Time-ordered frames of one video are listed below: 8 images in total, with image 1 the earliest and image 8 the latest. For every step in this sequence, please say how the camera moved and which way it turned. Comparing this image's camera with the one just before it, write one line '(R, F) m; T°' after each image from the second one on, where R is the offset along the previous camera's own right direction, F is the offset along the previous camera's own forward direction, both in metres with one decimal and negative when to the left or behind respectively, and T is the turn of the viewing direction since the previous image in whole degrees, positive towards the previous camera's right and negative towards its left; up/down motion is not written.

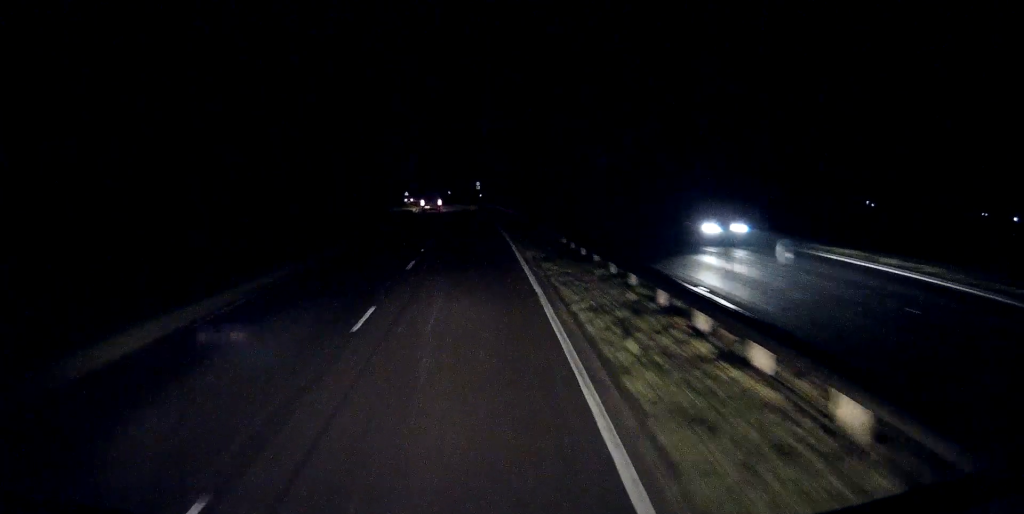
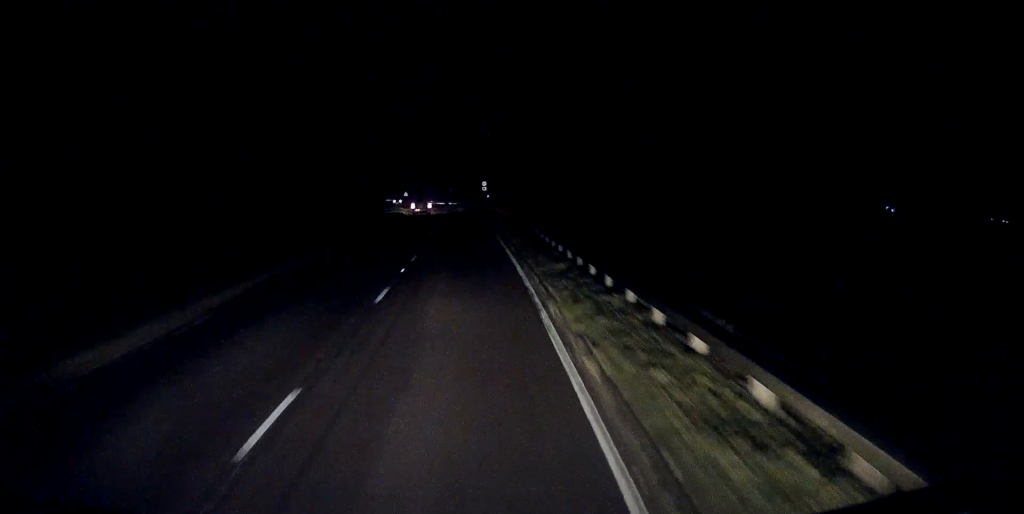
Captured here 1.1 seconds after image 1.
(-0.2, +24.9) m; -1°
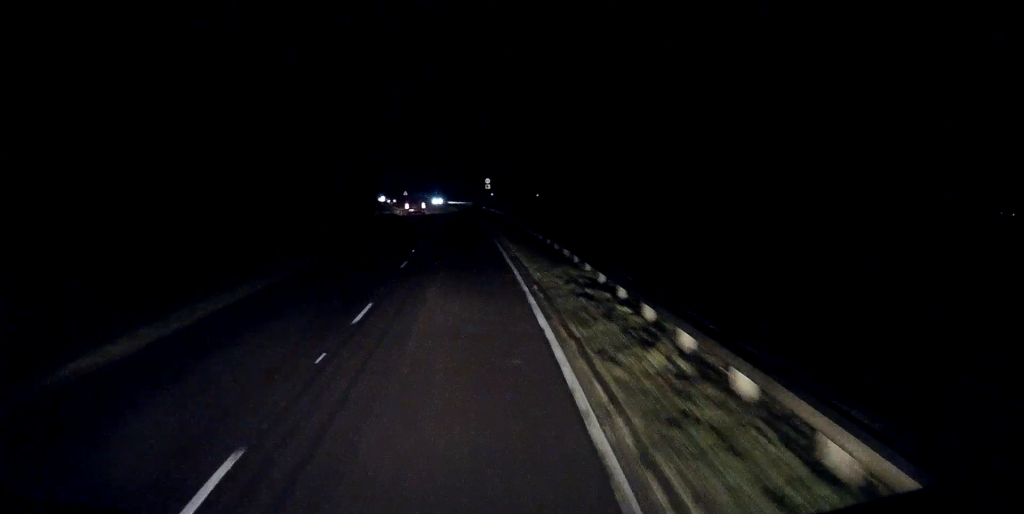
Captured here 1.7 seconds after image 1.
(0.0, +11.6) m; 0°
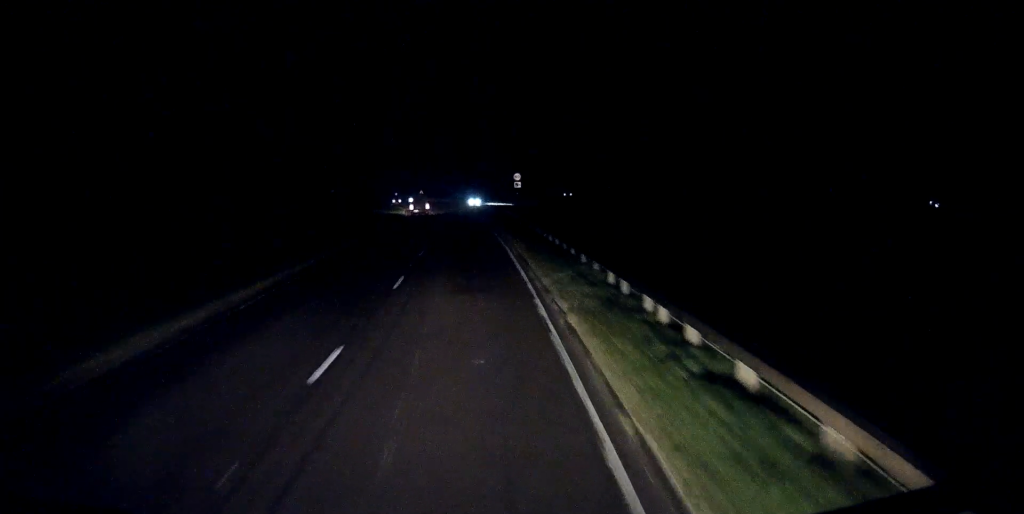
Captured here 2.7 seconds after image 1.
(-0.2, +23.3) m; -1°
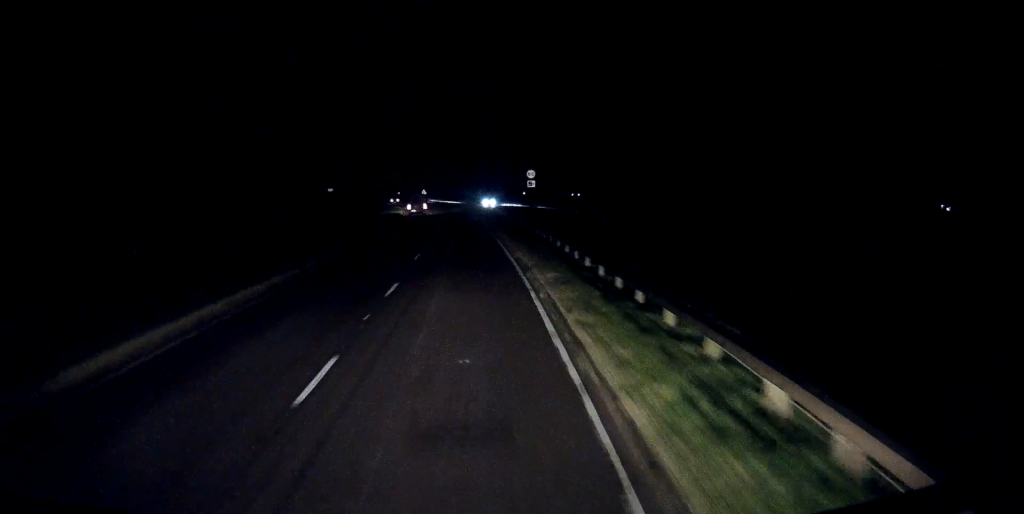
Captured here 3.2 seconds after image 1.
(-0.1, +10.3) m; -1°
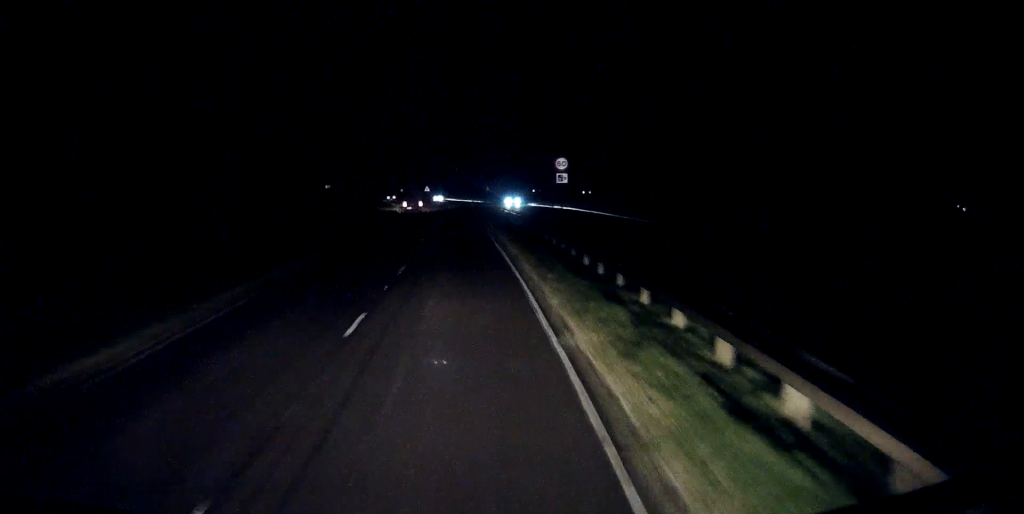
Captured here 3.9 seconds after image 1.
(-0.1, +14.8) m; -1°
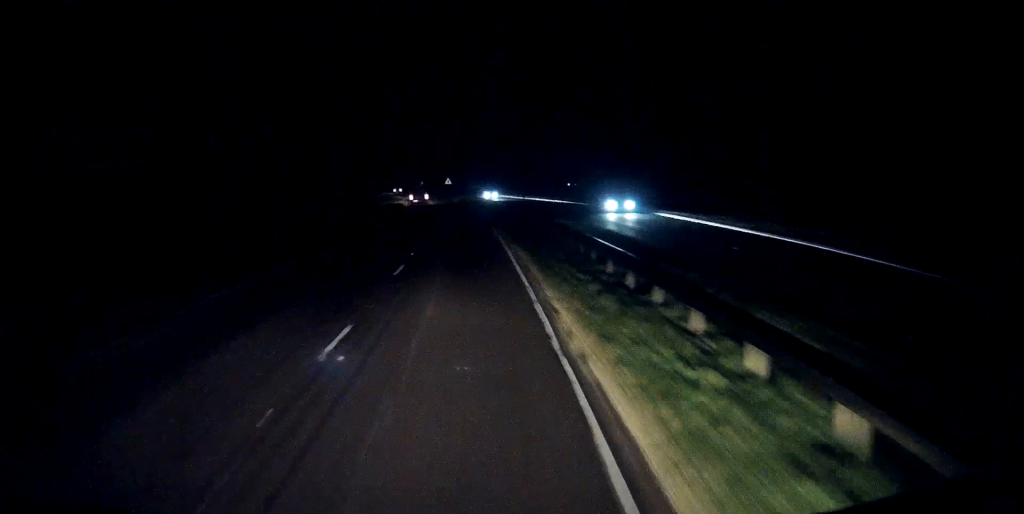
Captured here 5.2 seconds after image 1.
(-0.2, +29.7) m; -1°
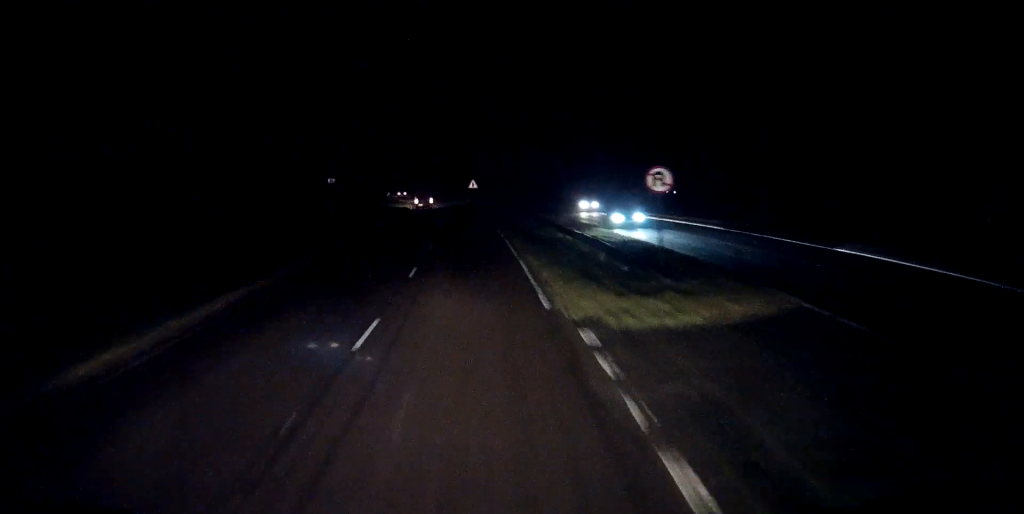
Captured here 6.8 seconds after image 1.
(-1.0, +36.4) m; -3°
